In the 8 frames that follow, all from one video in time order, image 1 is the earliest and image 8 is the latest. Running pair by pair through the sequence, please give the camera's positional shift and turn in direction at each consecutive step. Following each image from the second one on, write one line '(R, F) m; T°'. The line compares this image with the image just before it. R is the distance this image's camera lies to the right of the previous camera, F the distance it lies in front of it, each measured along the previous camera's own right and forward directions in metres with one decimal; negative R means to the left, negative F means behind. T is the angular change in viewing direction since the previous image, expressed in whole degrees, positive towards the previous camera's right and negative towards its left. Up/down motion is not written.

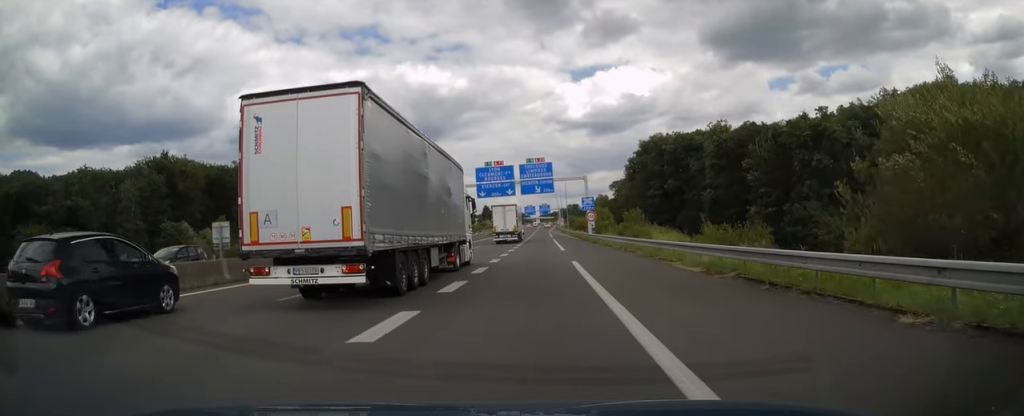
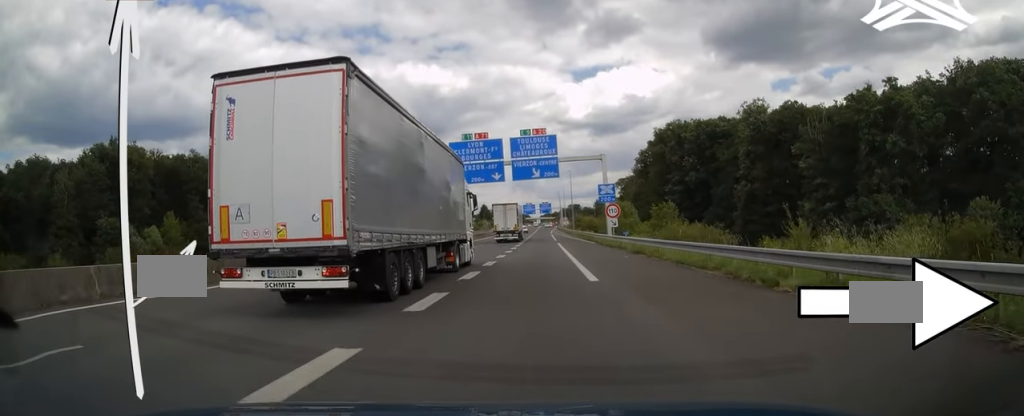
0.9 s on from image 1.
(-0.2, +22.5) m; -1°
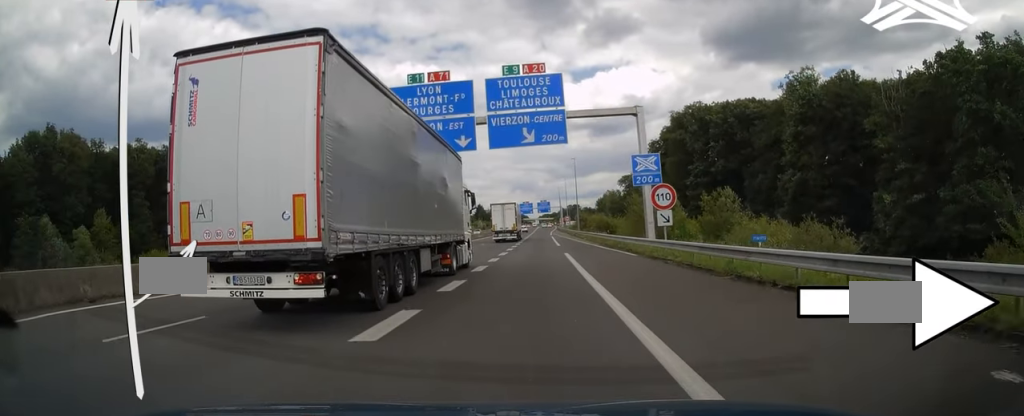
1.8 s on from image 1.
(-0.1, +22.1) m; 0°
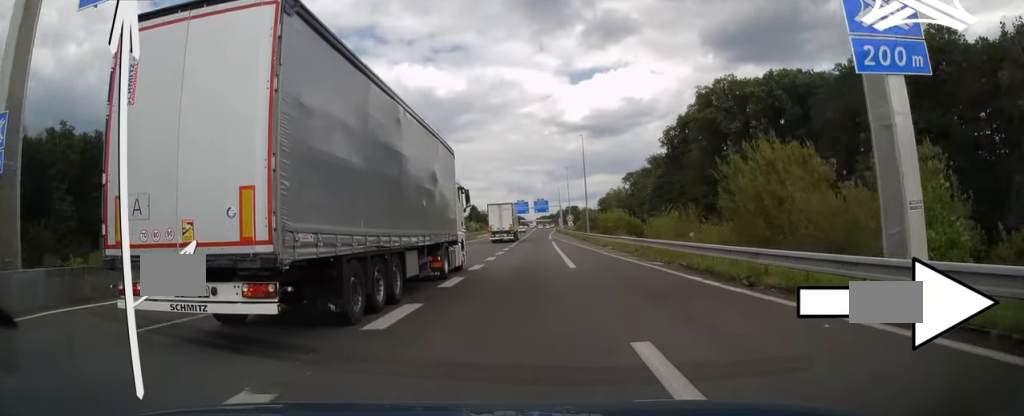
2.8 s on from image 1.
(+0.2, +24.6) m; 0°
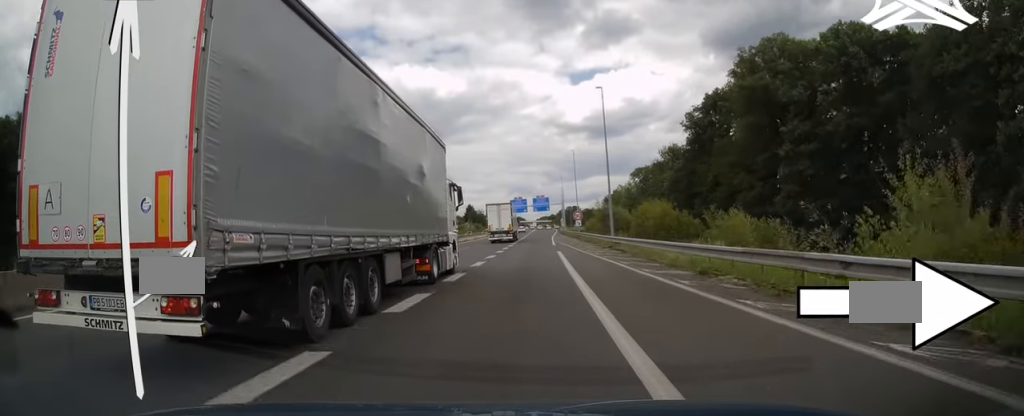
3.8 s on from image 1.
(0.0, +23.8) m; 0°
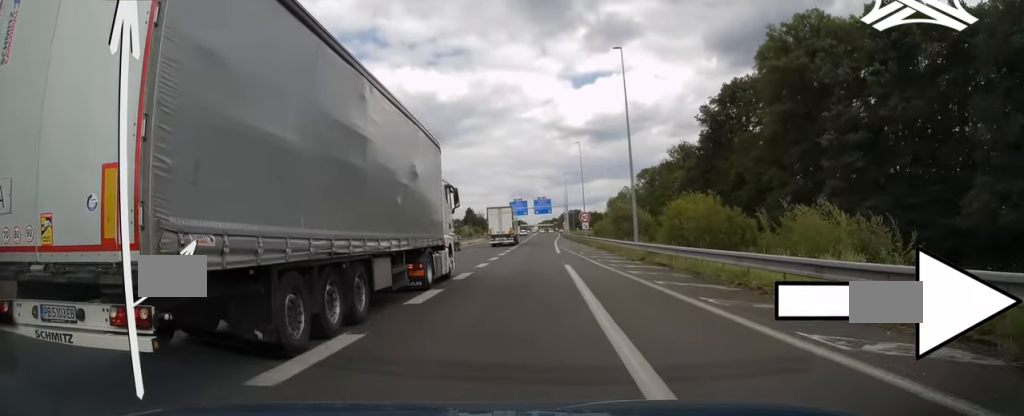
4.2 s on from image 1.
(-0.1, +11.1) m; 0°
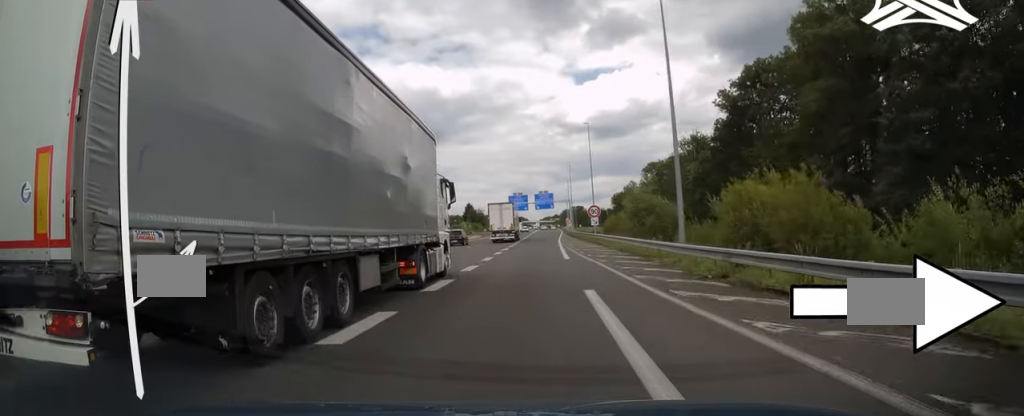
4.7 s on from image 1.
(+0.1, +11.1) m; 0°
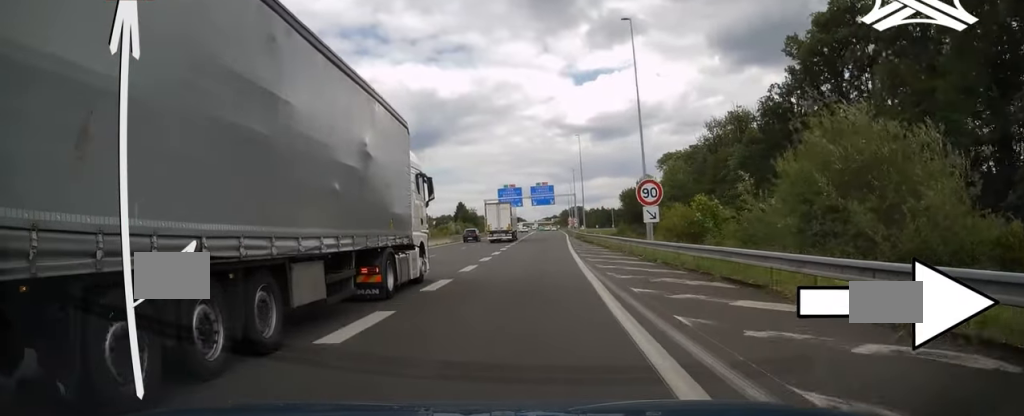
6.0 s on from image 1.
(-0.1, +31.9) m; -1°
